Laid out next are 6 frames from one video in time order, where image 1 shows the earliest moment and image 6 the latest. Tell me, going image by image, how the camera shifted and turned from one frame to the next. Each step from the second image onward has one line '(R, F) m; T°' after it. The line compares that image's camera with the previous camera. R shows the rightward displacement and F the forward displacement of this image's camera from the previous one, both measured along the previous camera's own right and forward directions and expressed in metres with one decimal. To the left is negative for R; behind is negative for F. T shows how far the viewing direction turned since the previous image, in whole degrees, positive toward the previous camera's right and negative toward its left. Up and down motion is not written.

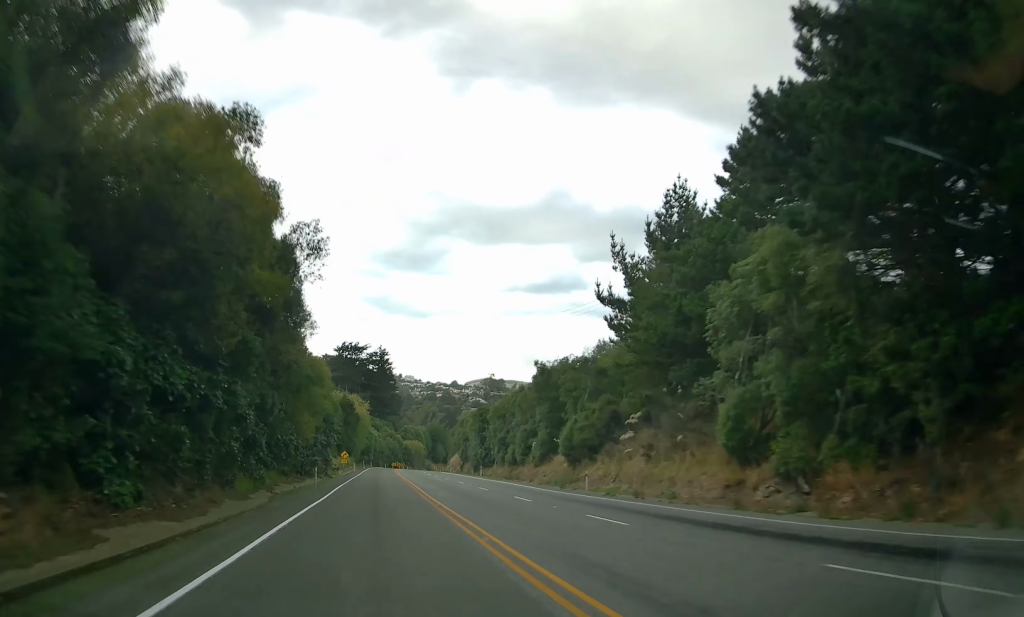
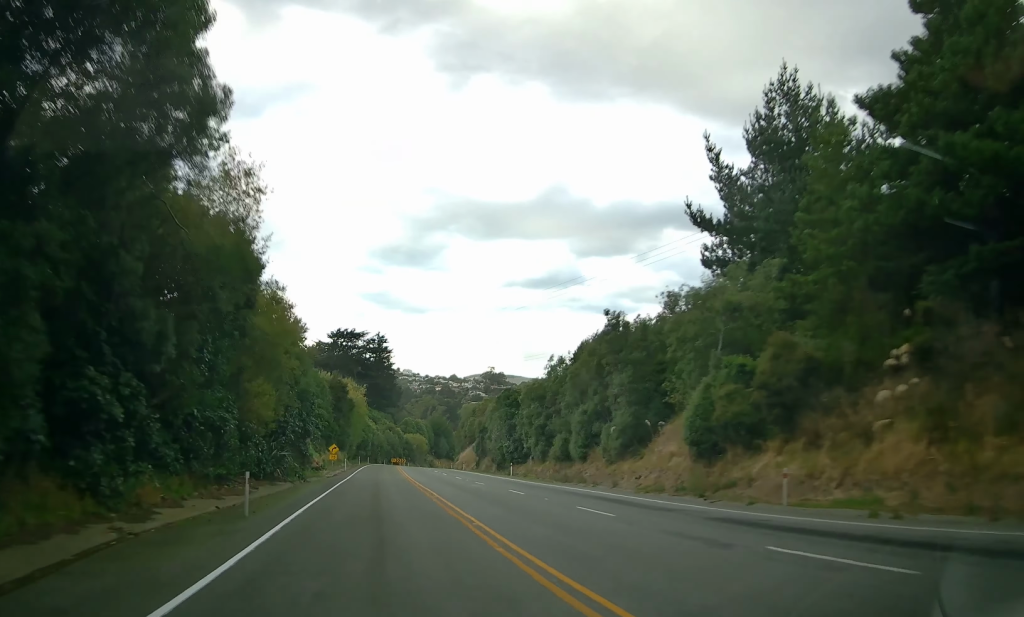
(+0.2, +18.7) m; +1°
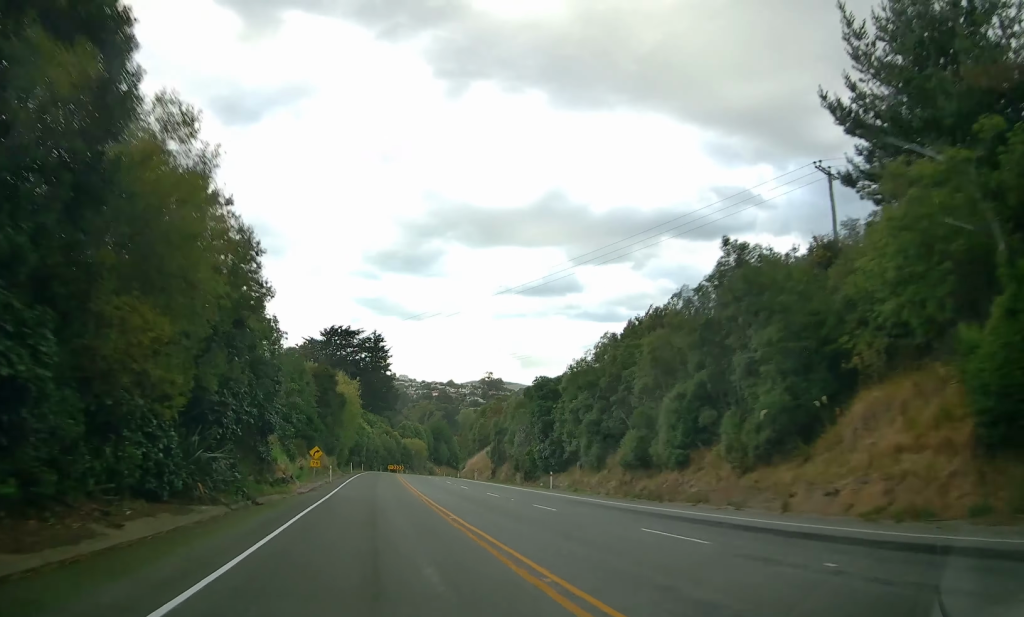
(0.0, +15.1) m; 0°
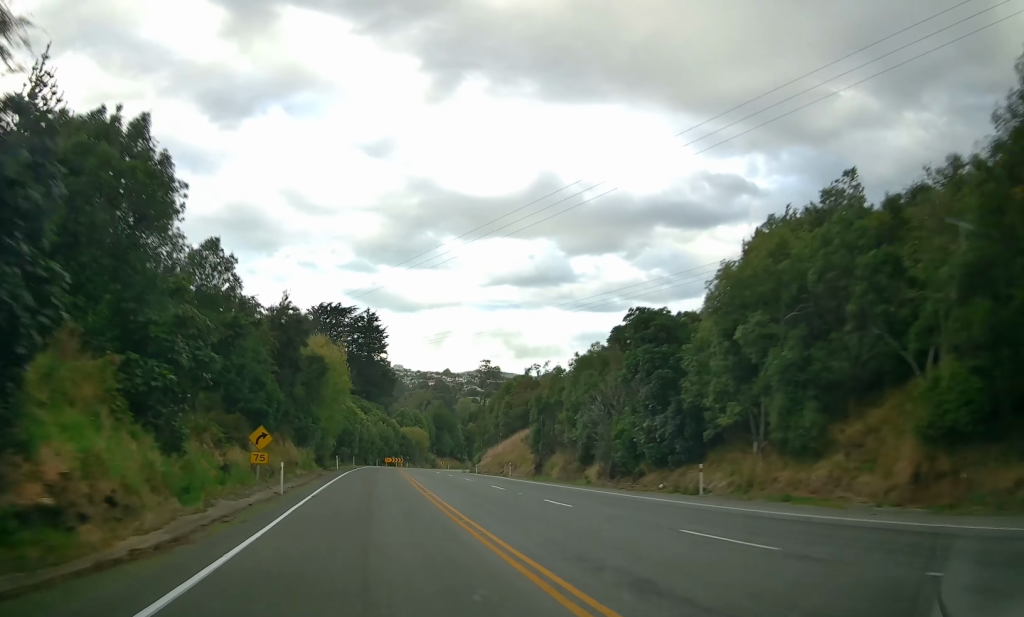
(0.0, +21.9) m; 0°
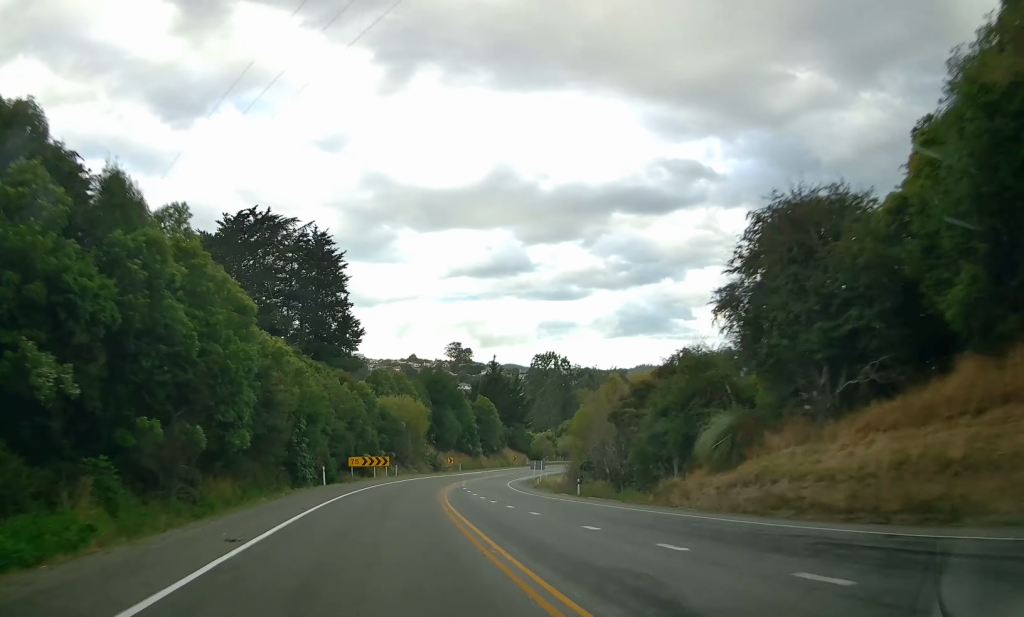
(+2.3, +74.3) m; +6°
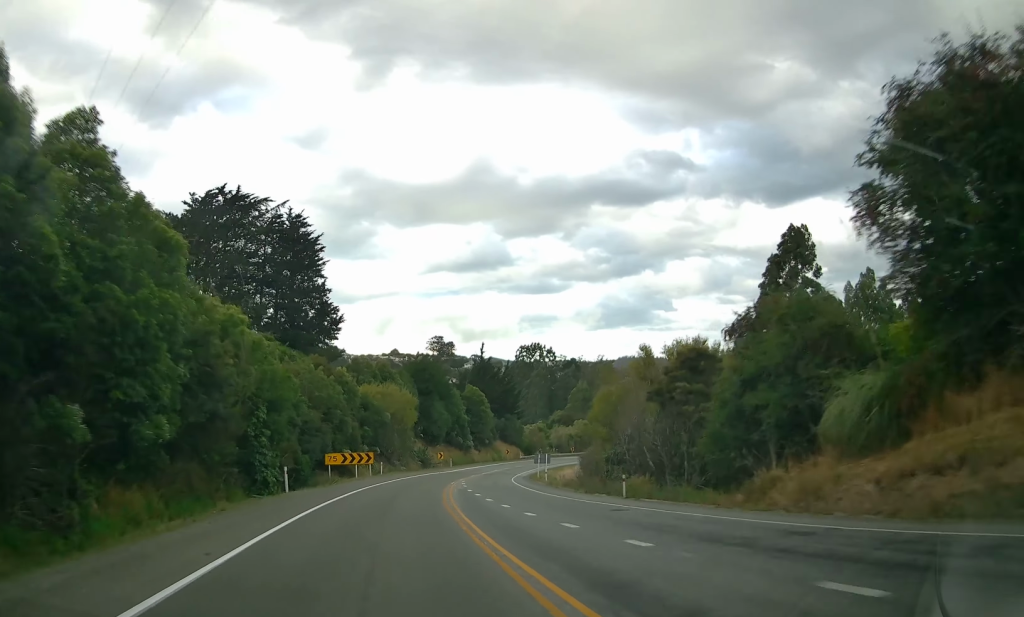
(-0.1, +9.3) m; +1°
